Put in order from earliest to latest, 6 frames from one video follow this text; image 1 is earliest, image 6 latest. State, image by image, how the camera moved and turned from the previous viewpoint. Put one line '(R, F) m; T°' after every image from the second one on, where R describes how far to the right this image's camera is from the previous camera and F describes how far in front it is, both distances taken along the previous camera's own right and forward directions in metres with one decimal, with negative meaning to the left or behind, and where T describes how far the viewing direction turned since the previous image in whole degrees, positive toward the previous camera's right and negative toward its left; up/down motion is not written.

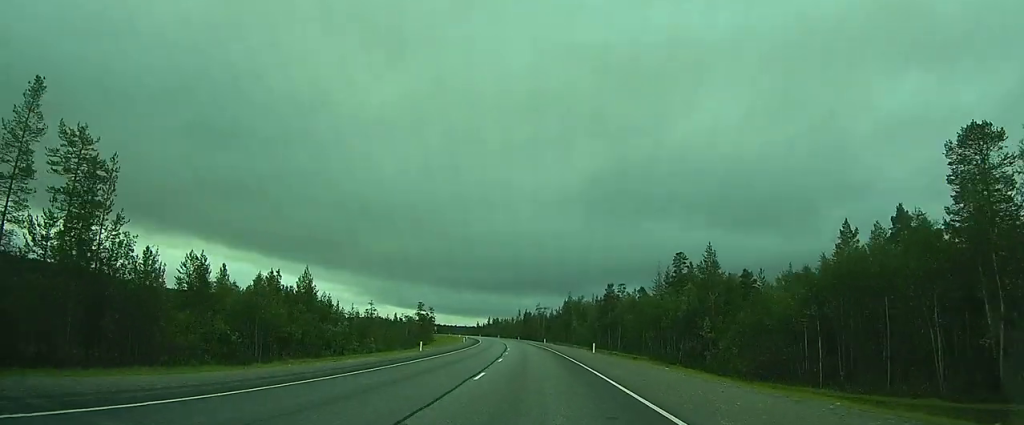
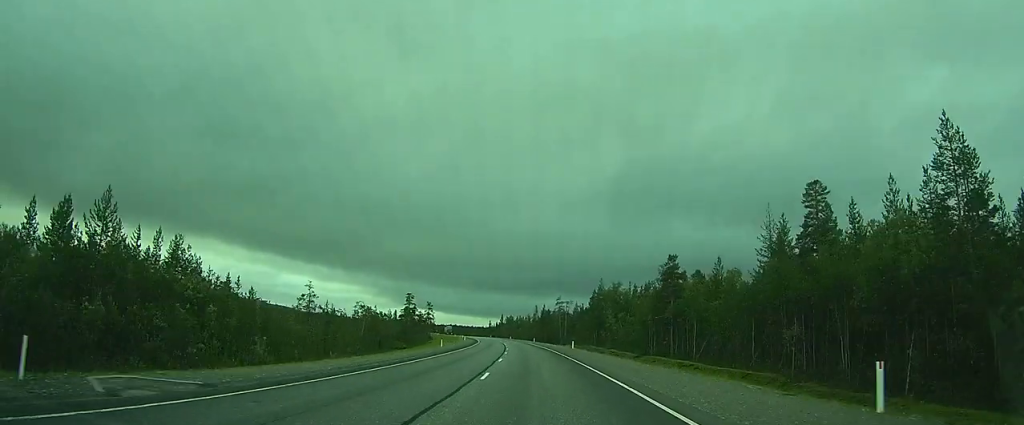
(-0.4, +37.1) m; -2°
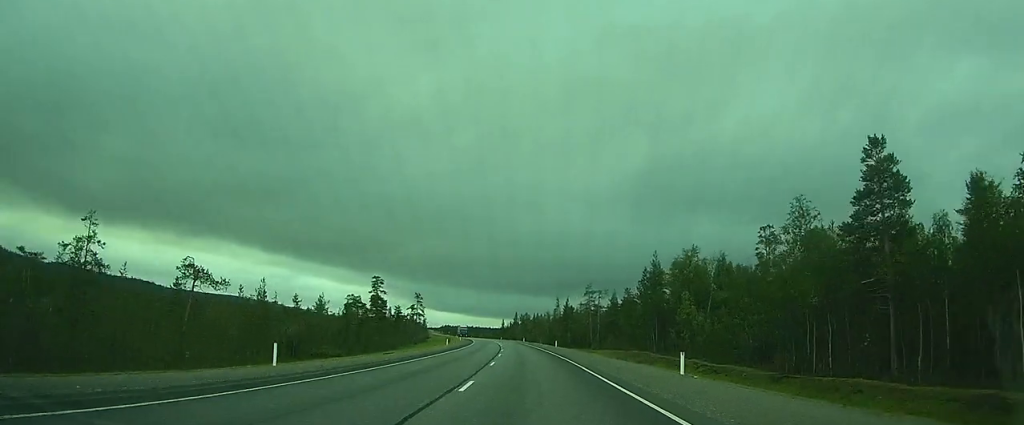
(-0.7, +41.0) m; -2°
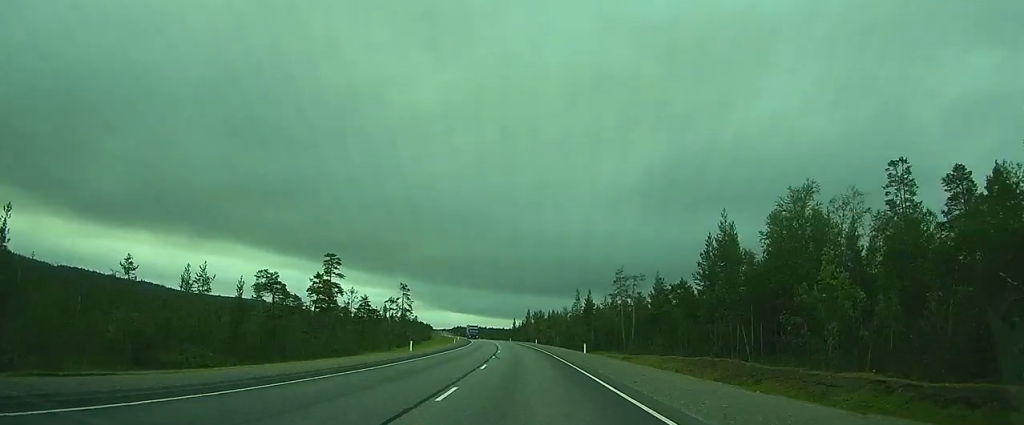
(-0.6, +26.7) m; -2°
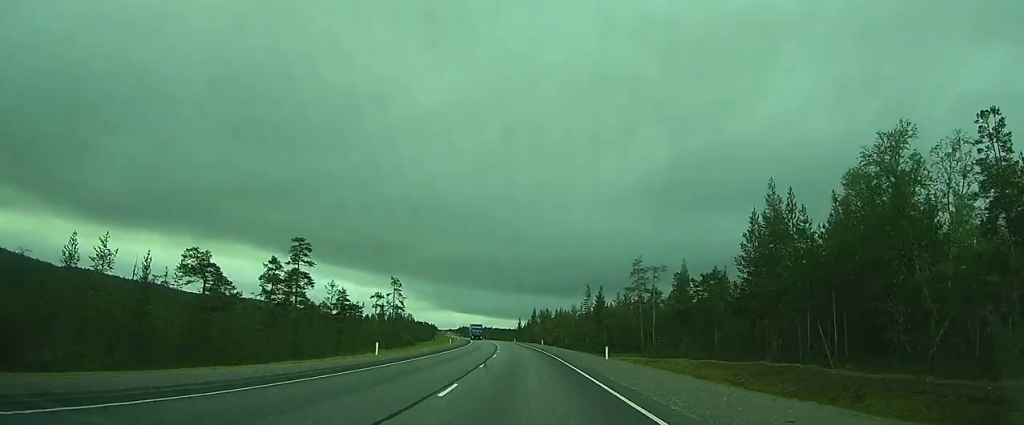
(-0.1, +11.0) m; -1°
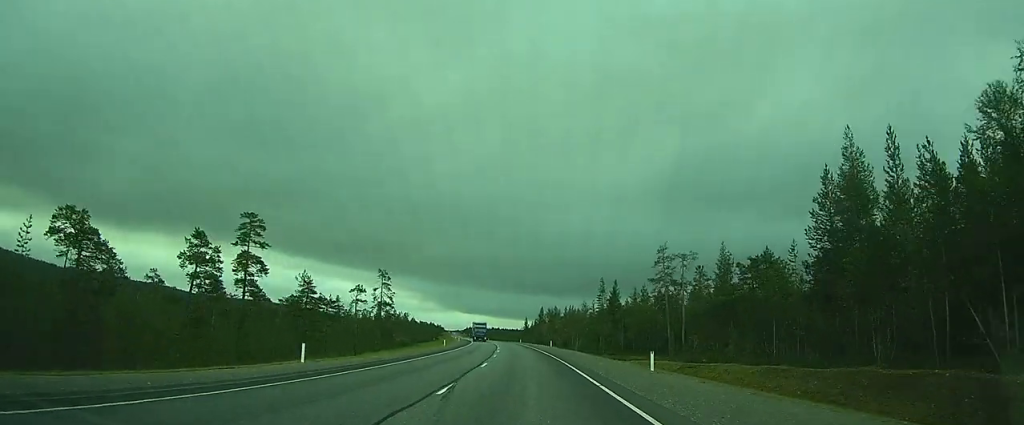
(+0.1, +11.8) m; -1°
